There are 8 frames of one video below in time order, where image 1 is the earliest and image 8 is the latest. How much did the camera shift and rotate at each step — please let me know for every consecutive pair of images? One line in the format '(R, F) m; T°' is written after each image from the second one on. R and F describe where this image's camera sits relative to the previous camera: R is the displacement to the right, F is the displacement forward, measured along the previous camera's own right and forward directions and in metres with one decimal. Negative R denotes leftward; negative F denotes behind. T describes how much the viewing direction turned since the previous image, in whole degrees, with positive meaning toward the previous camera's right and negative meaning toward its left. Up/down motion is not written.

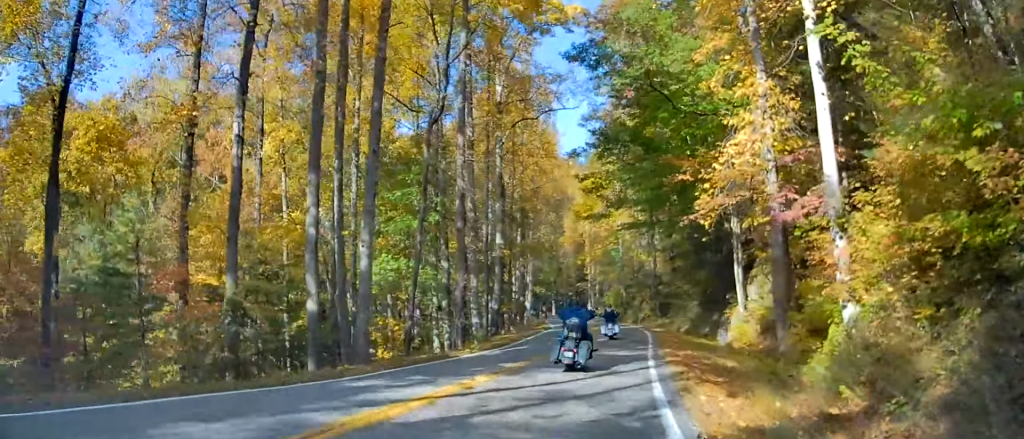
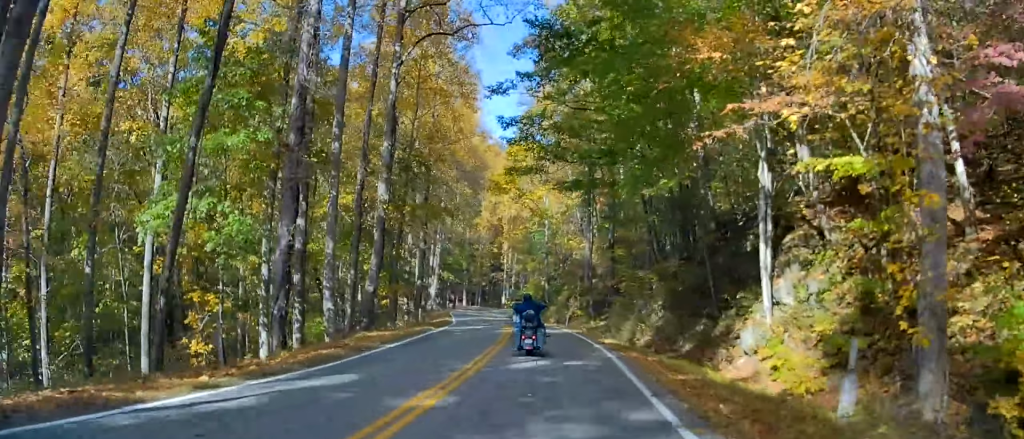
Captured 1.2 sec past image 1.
(+1.3, +14.8) m; +9°
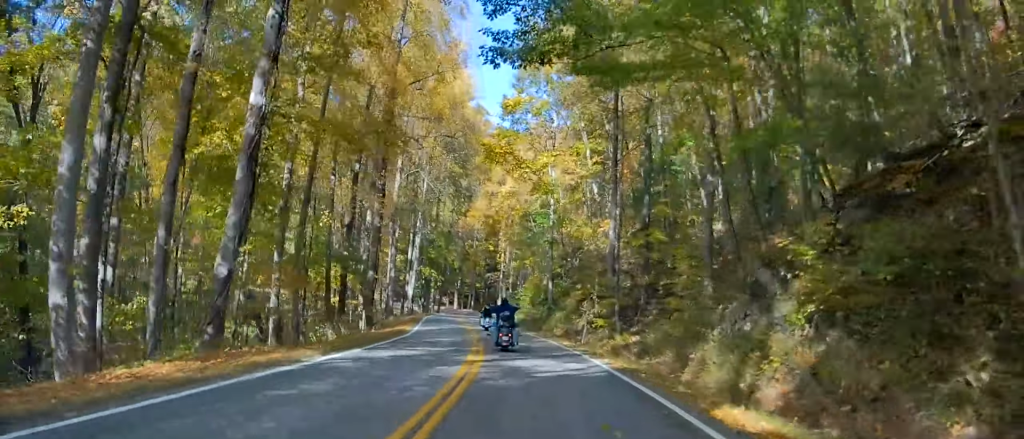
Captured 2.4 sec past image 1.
(+1.1, +16.0) m; +4°
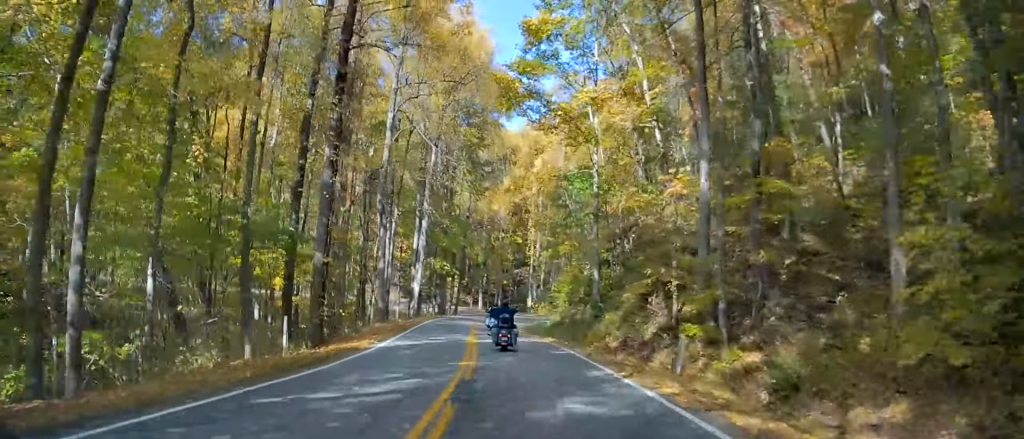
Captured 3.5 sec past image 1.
(-0.1, +14.4) m; -1°
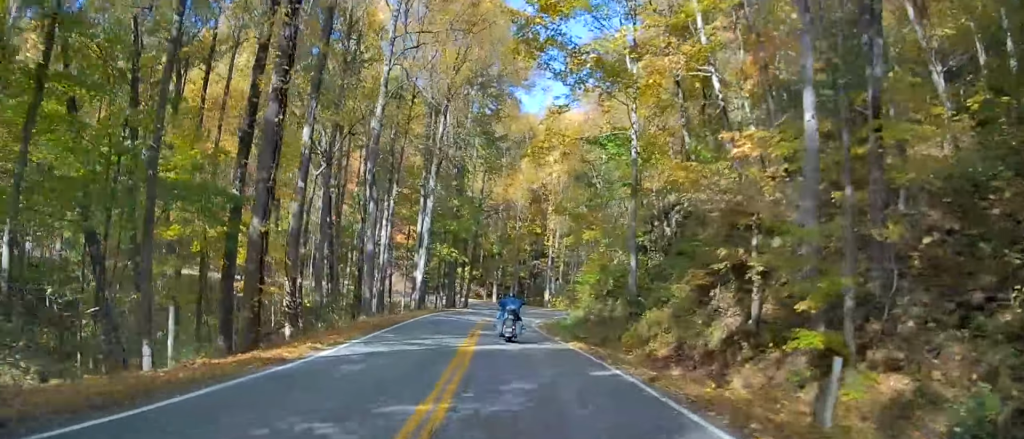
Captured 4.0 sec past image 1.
(-0.3, +7.2) m; -1°
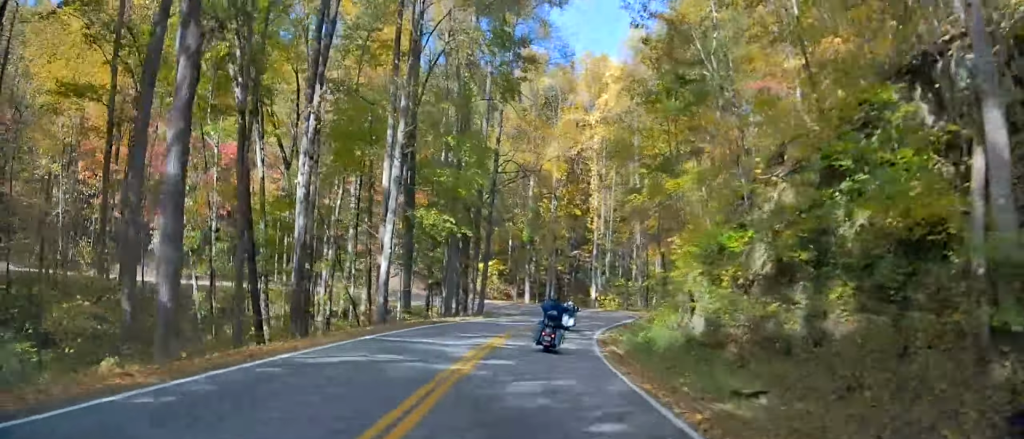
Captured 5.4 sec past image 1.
(0.0, +22.0) m; 0°
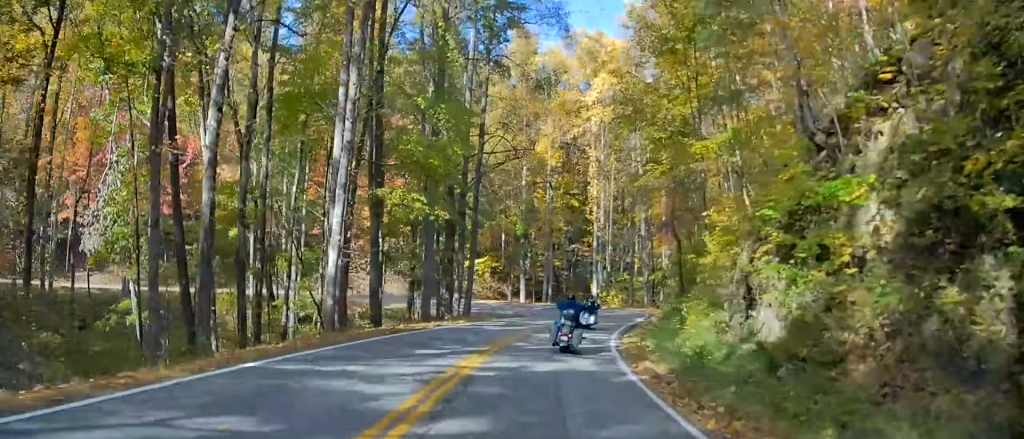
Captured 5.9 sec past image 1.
(-0.4, +7.0) m; 0°
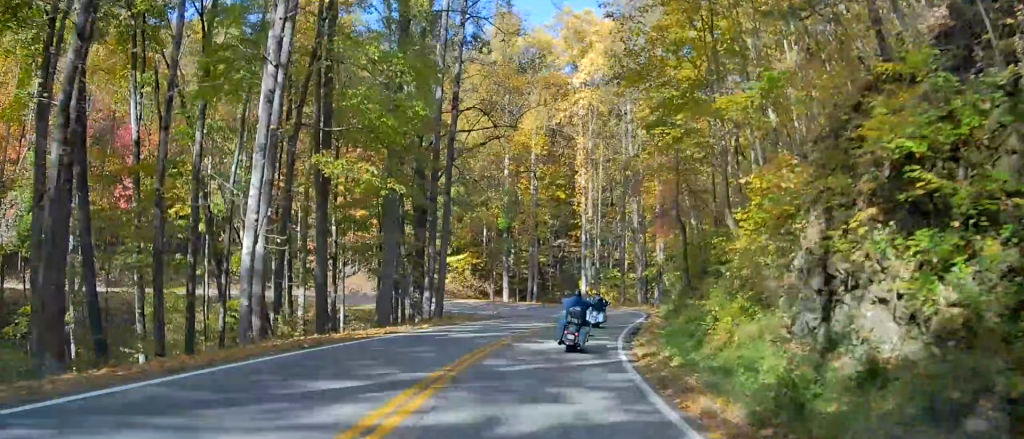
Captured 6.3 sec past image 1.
(+0.3, +5.7) m; +1°
